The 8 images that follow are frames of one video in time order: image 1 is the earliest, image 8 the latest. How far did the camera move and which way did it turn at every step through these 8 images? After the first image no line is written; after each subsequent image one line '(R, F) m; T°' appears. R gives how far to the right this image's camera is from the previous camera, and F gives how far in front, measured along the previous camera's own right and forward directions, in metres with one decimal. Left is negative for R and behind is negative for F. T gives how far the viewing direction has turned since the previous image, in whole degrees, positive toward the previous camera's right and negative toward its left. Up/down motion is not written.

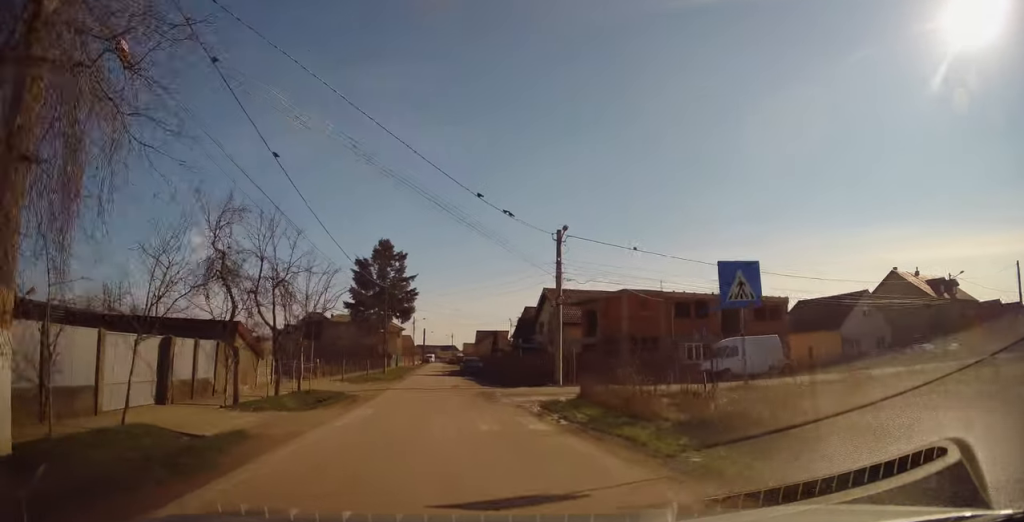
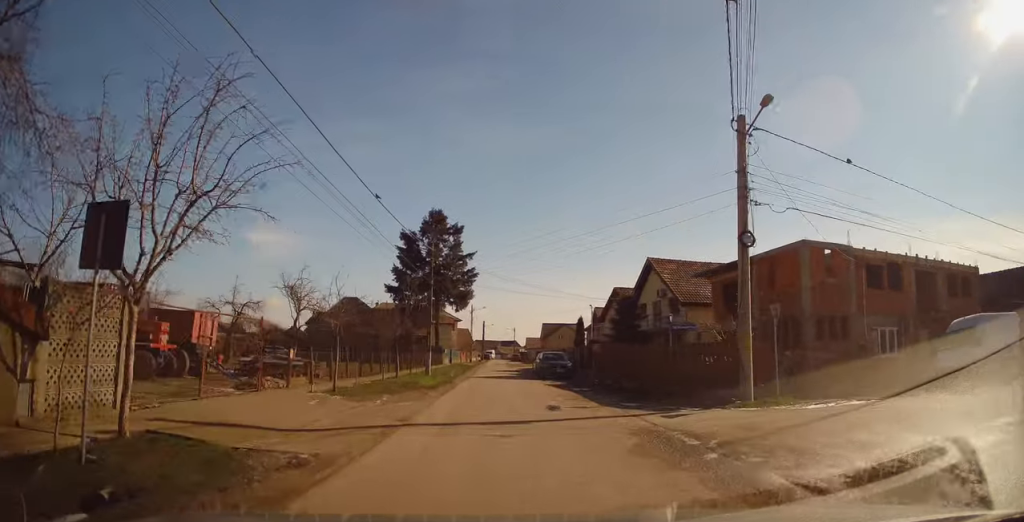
(-1.6, +13.1) m; -5°
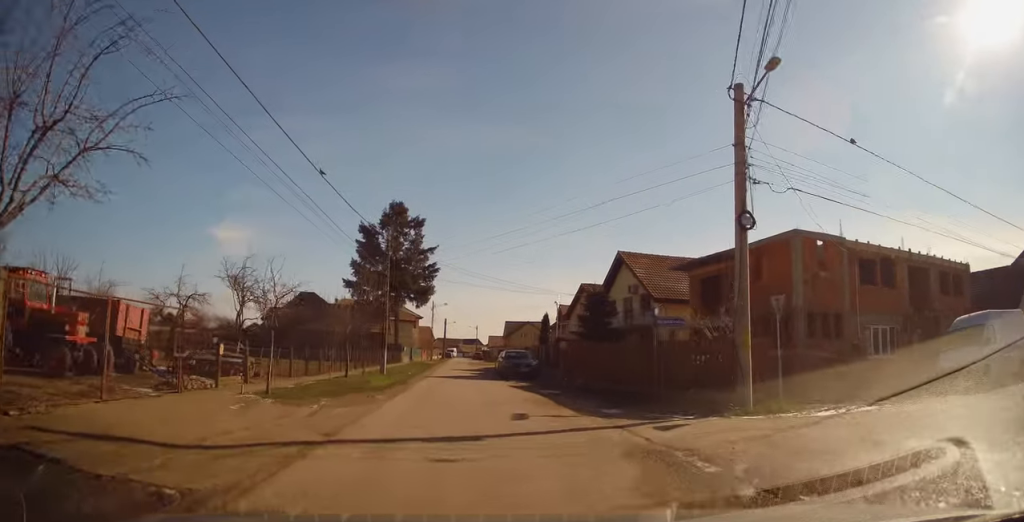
(0.0, +2.1) m; +3°
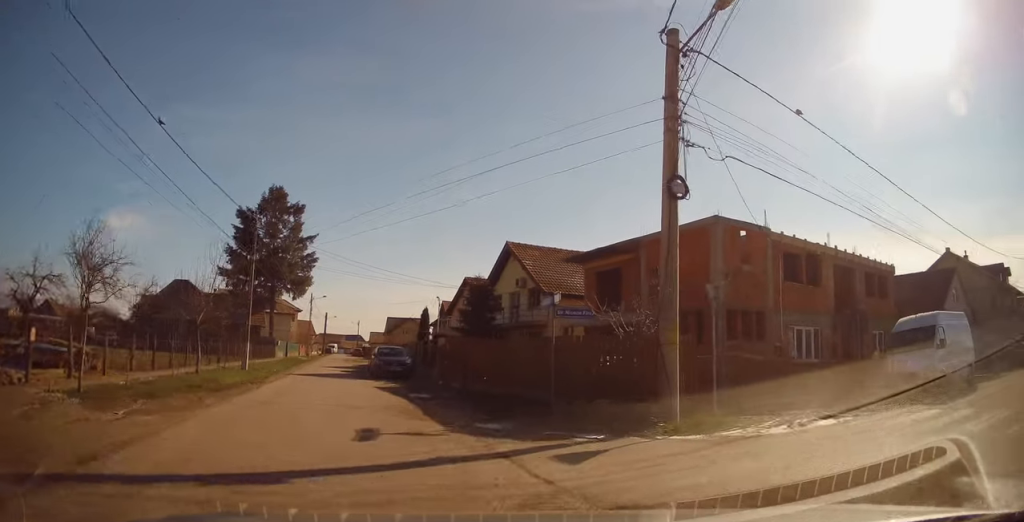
(0.0, +3.2) m; +9°
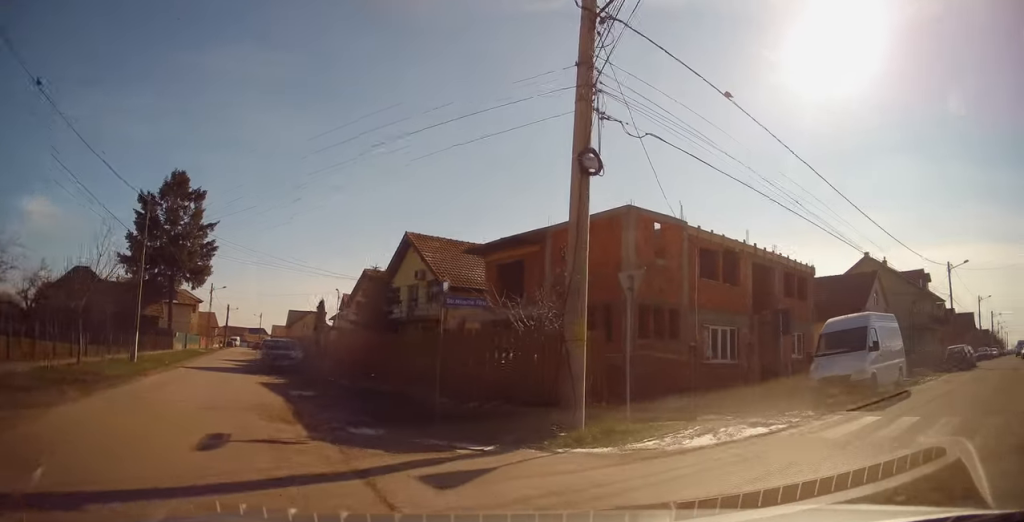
(+0.3, +1.5) m; +11°
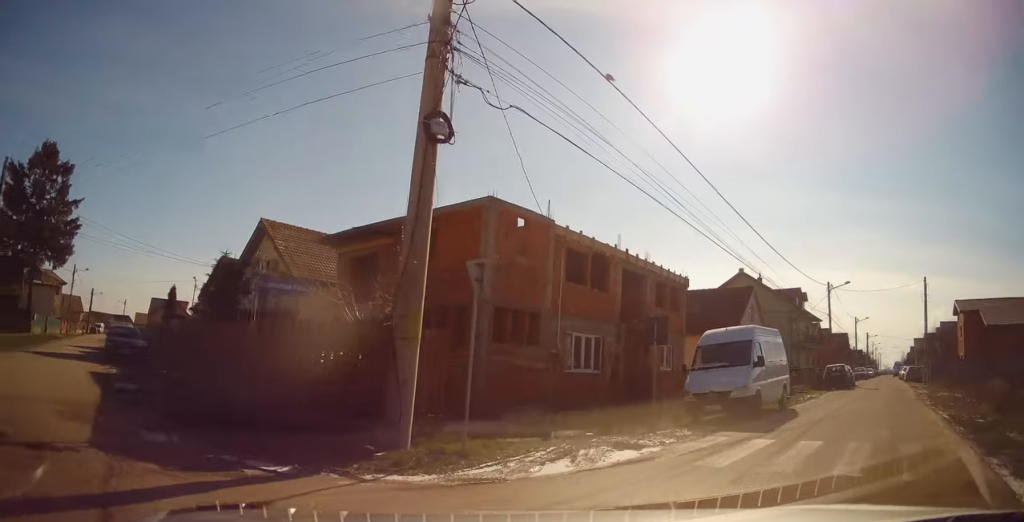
(0.0, +1.7) m; +13°
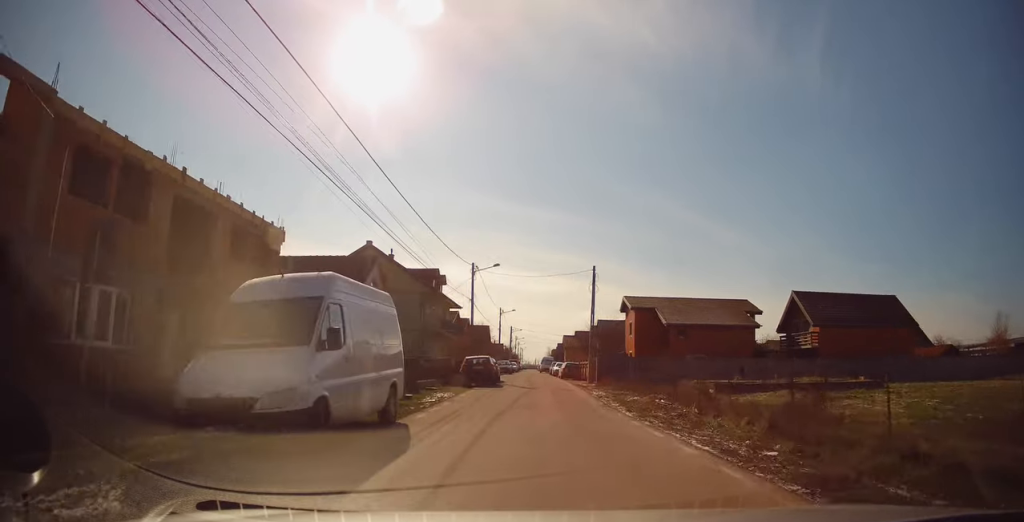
(+3.5, +6.4) m; +40°
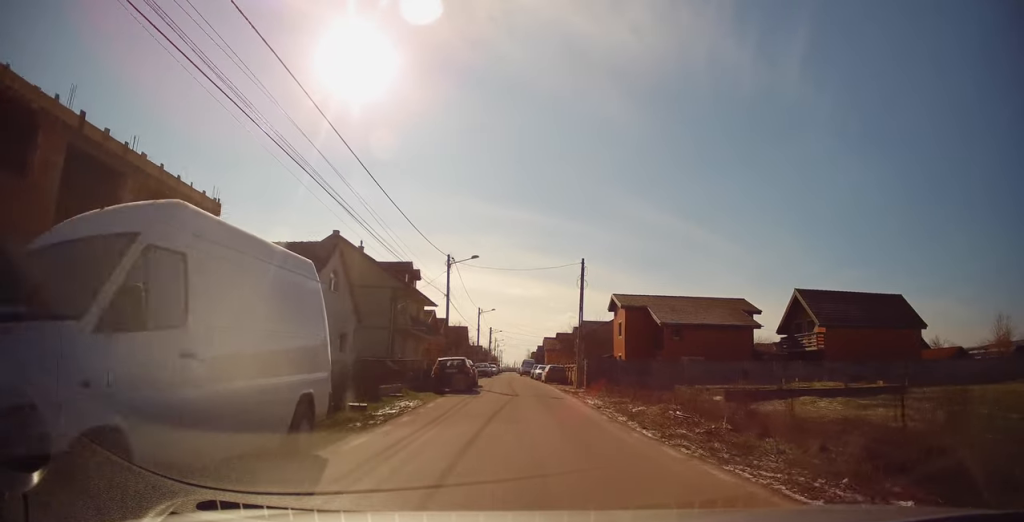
(+0.2, +3.3) m; +4°
